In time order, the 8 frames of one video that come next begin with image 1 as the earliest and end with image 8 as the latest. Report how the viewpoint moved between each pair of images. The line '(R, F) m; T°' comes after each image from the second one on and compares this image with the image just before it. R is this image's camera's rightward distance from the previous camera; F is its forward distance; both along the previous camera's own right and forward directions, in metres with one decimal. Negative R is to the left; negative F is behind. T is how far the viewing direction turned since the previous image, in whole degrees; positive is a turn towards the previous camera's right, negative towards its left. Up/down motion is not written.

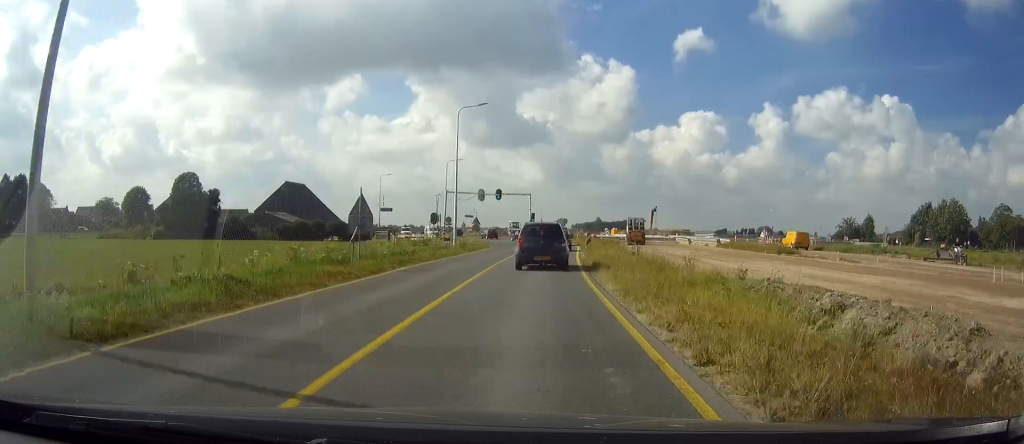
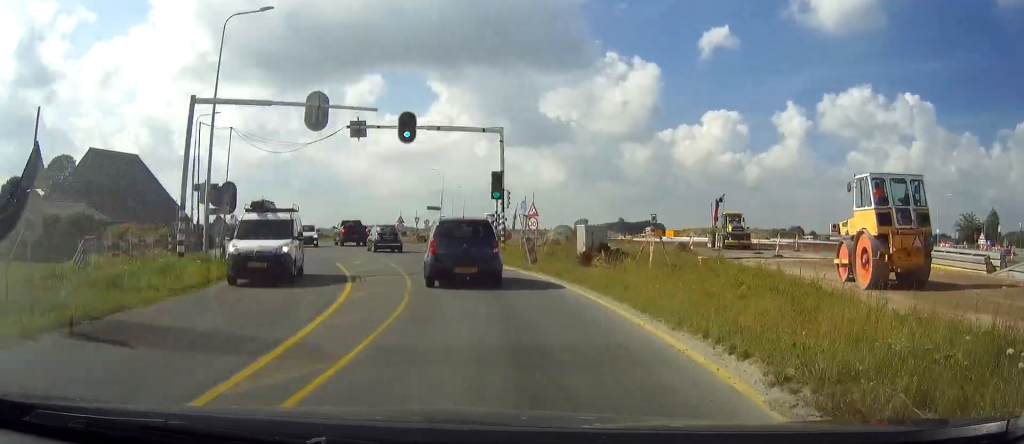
(-0.7, +58.0) m; -6°
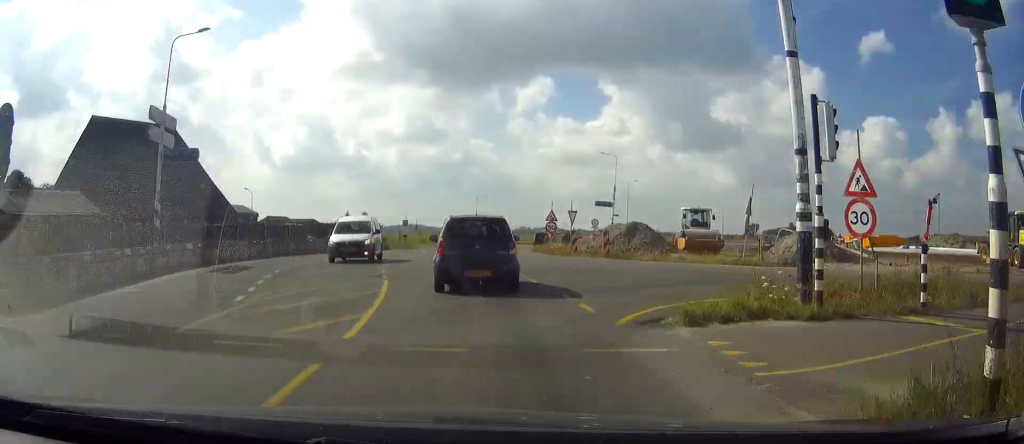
(-2.9, +22.5) m; -1°
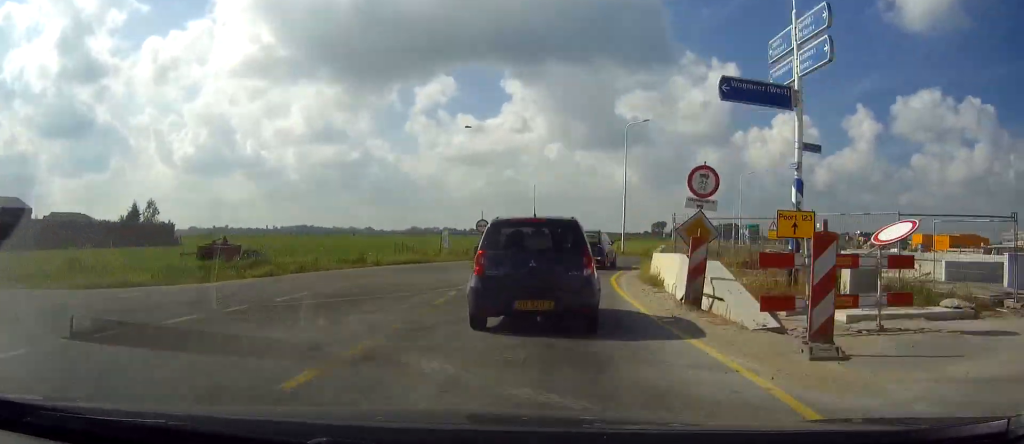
(+0.6, +64.4) m; +12°
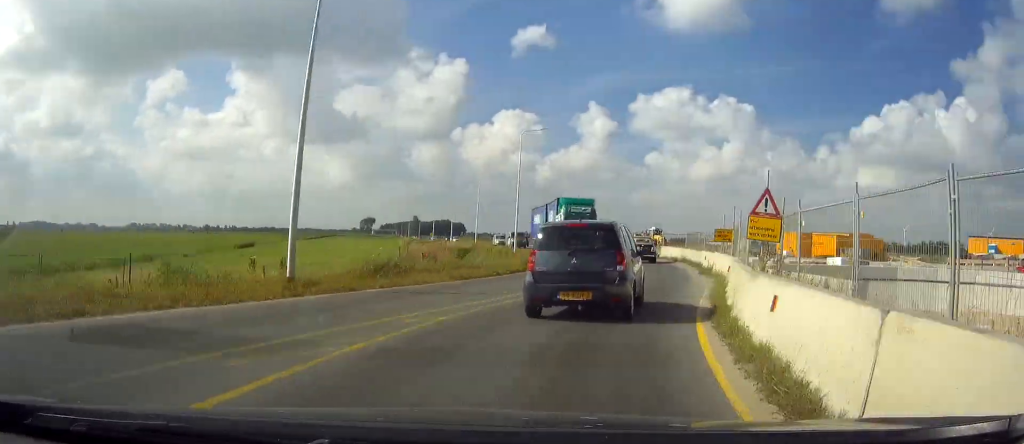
(+5.9, +42.0) m; +6°
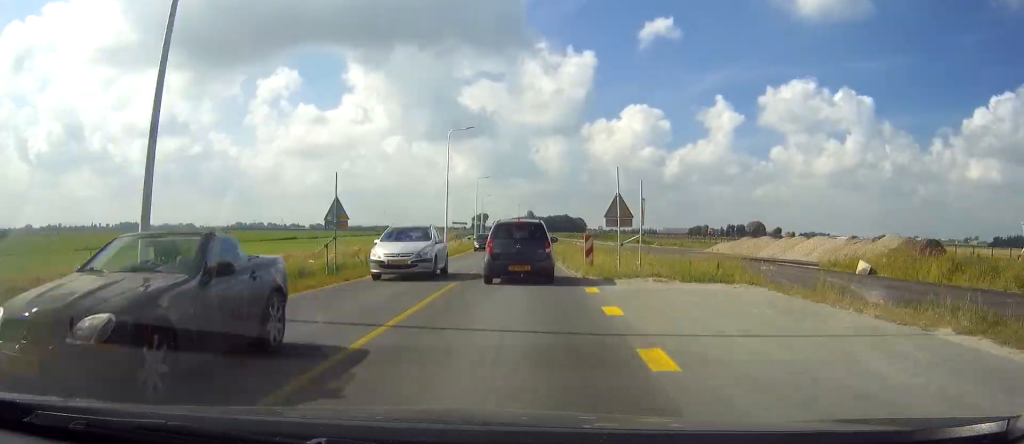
(+0.6, +94.0) m; -4°
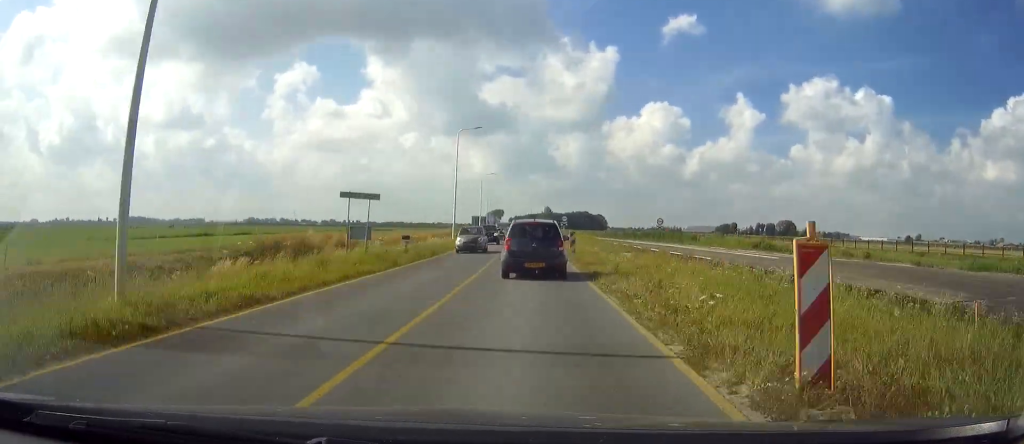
(-1.2, +44.5) m; -2°
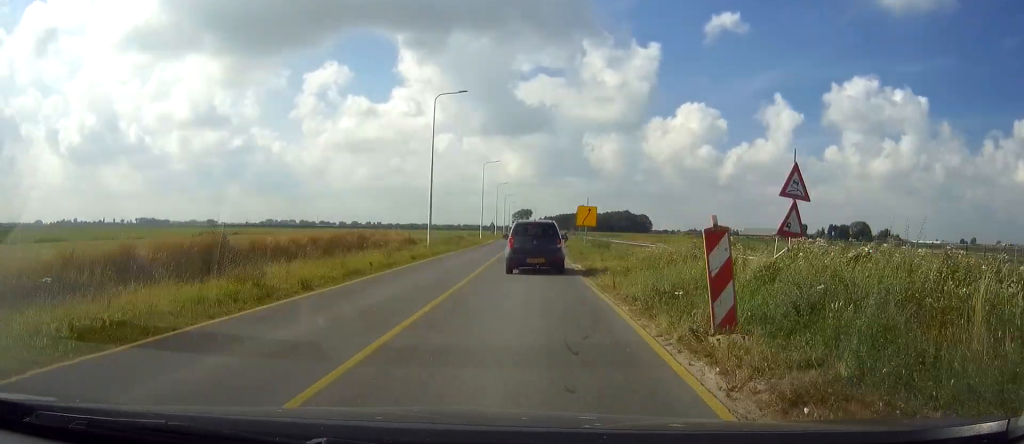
(-2.7, +108.3) m; -2°
